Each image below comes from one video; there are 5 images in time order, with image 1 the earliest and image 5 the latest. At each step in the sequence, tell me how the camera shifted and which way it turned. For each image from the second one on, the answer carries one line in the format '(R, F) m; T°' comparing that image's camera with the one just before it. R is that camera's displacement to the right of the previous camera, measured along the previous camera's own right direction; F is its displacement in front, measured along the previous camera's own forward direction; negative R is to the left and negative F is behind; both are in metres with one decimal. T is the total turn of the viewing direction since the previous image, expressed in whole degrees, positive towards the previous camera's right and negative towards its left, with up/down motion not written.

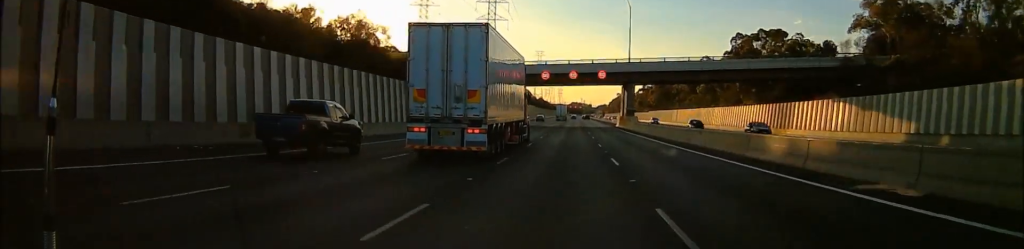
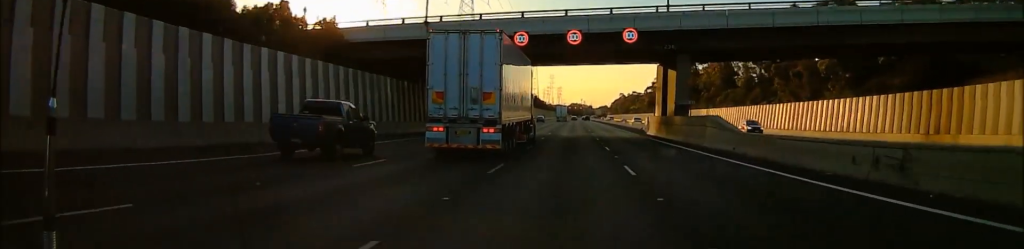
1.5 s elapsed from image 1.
(-0.9, +39.8) m; -3°
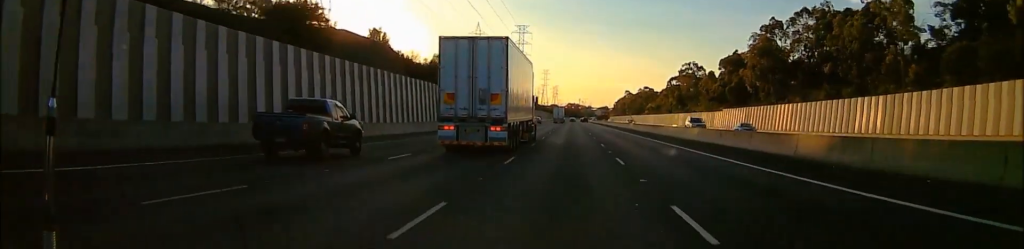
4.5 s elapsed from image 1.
(+2.9, +82.9) m; +2°
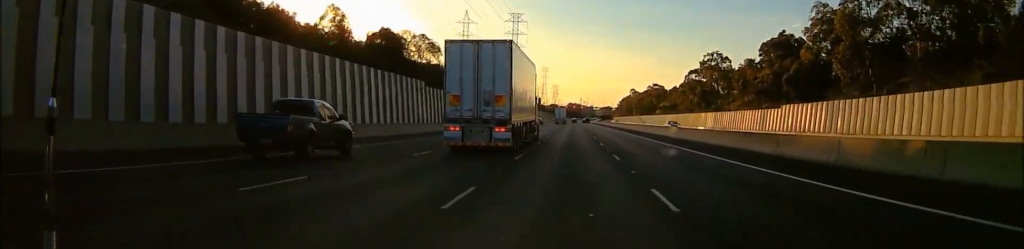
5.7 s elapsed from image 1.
(-0.8, +33.9) m; -2°
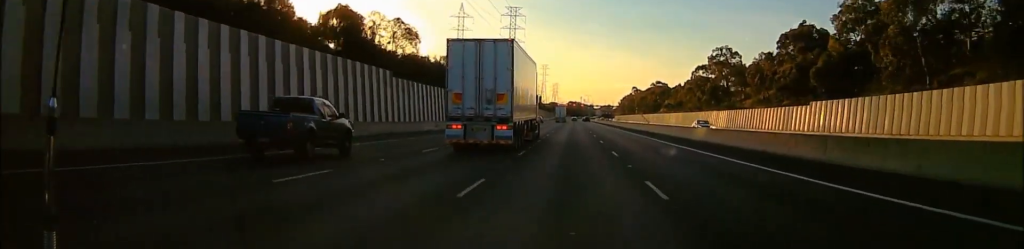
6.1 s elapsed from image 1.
(0.0, +11.0) m; 0°
